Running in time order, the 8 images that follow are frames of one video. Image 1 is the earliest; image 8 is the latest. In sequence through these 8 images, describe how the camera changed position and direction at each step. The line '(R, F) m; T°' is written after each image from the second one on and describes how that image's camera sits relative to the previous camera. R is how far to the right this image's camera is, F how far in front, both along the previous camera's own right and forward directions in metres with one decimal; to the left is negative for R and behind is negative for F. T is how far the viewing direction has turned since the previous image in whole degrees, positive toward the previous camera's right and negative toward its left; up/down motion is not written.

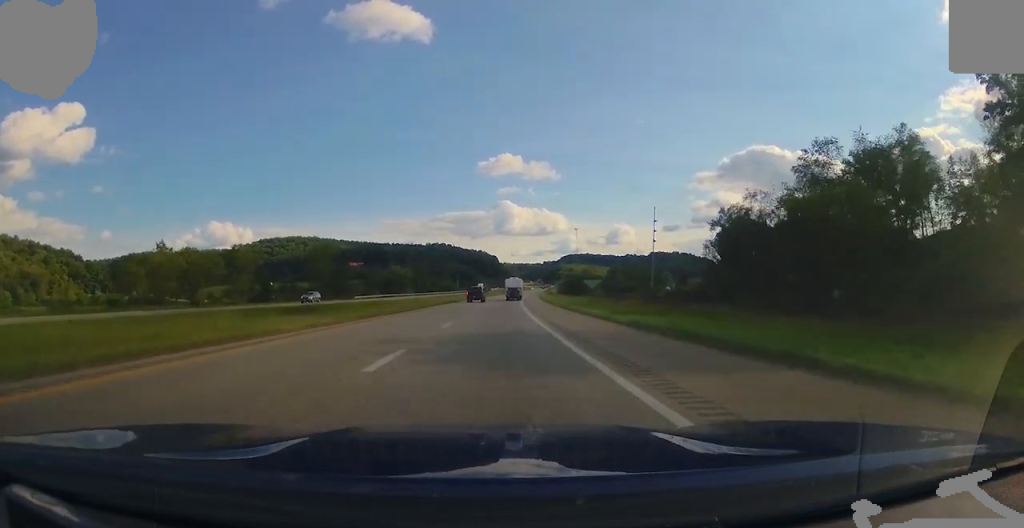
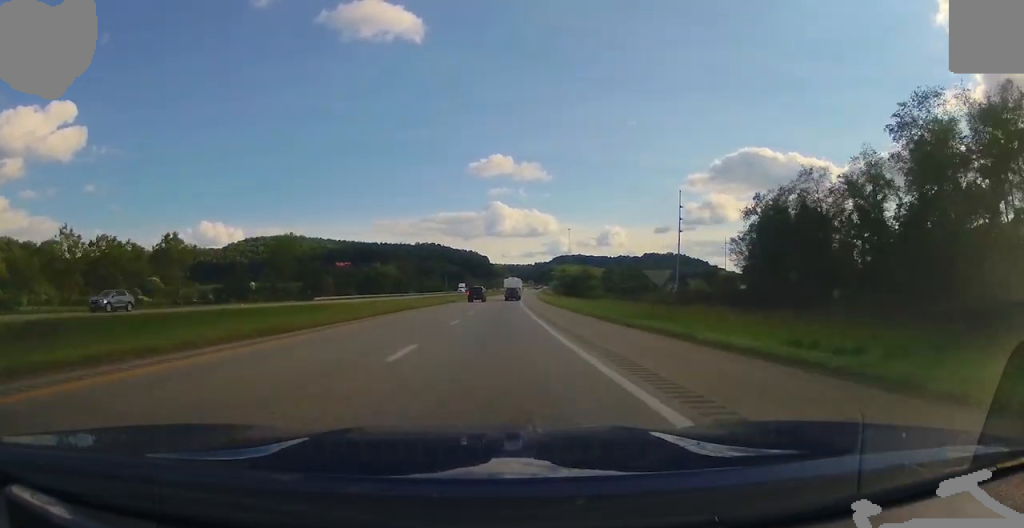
(+0.1, +22.8) m; +1°
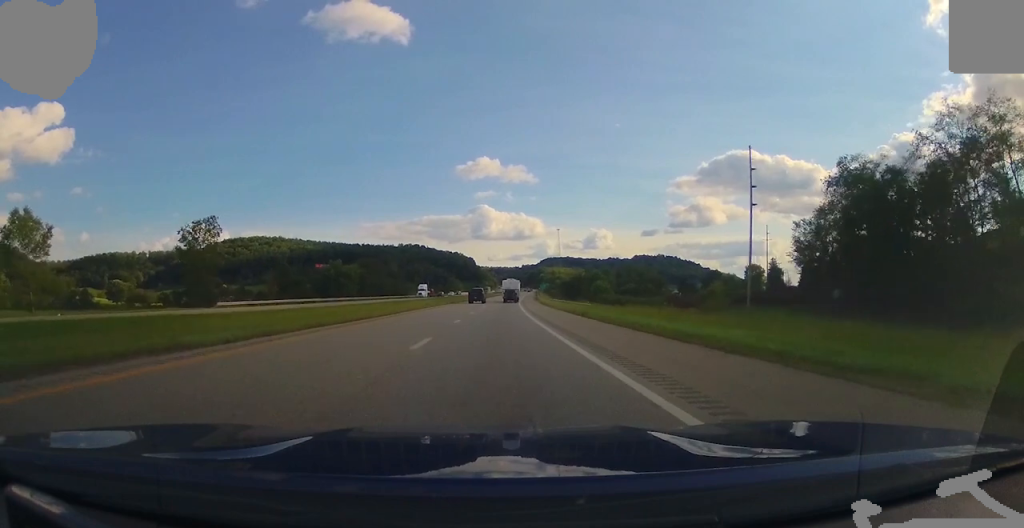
(+0.4, +33.7) m; +1°
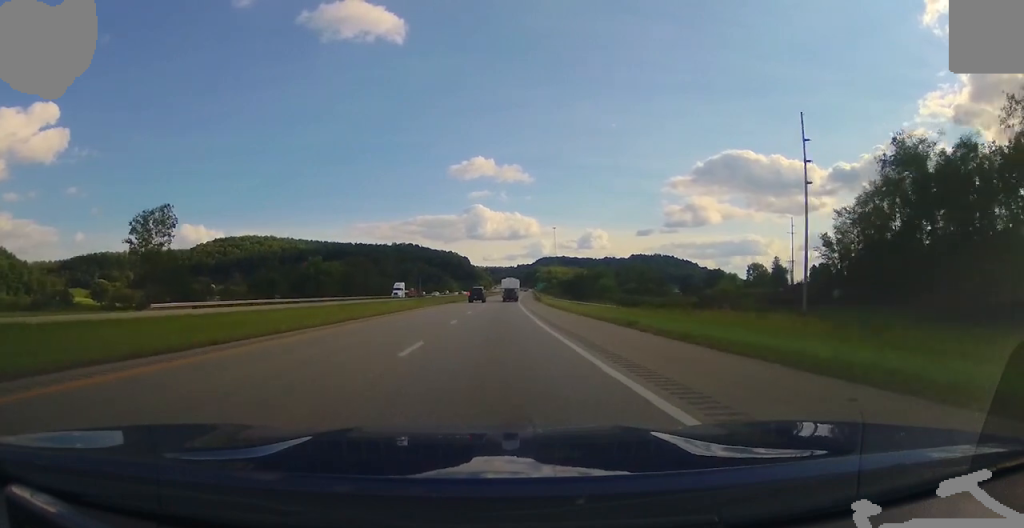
(-0.1, +14.1) m; +1°
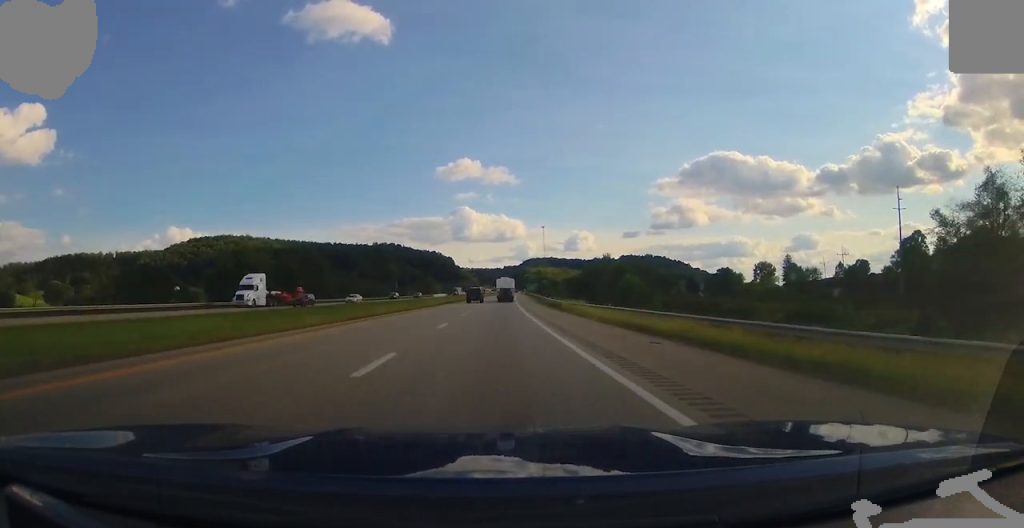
(+0.8, +39.1) m; +2°
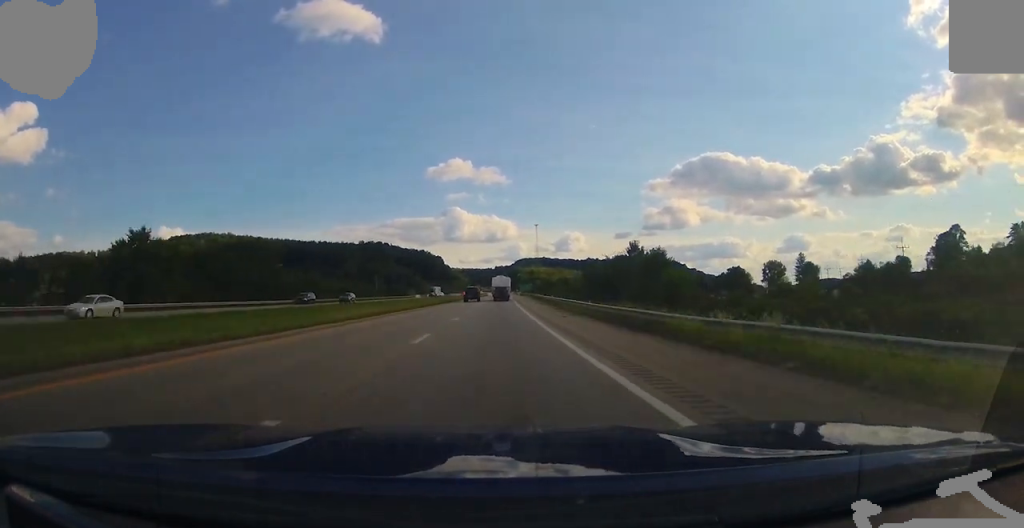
(+0.4, +30.8) m; +1°
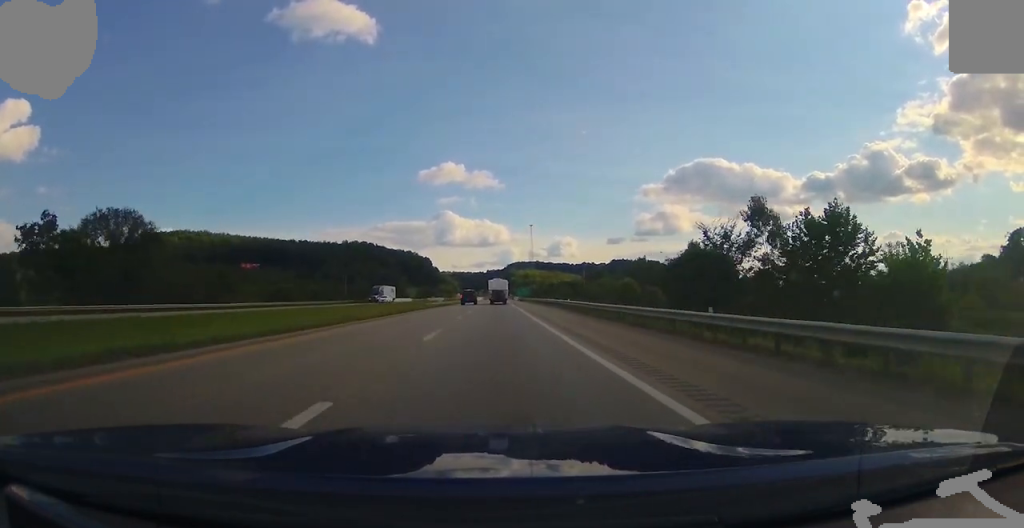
(+0.4, +47.4) m; +1°
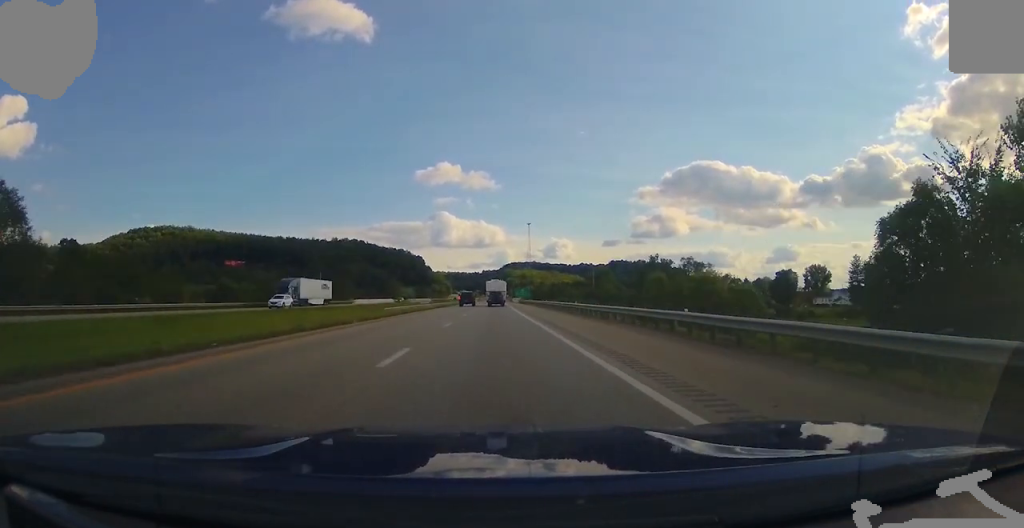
(0.0, +29.8) m; 0°
